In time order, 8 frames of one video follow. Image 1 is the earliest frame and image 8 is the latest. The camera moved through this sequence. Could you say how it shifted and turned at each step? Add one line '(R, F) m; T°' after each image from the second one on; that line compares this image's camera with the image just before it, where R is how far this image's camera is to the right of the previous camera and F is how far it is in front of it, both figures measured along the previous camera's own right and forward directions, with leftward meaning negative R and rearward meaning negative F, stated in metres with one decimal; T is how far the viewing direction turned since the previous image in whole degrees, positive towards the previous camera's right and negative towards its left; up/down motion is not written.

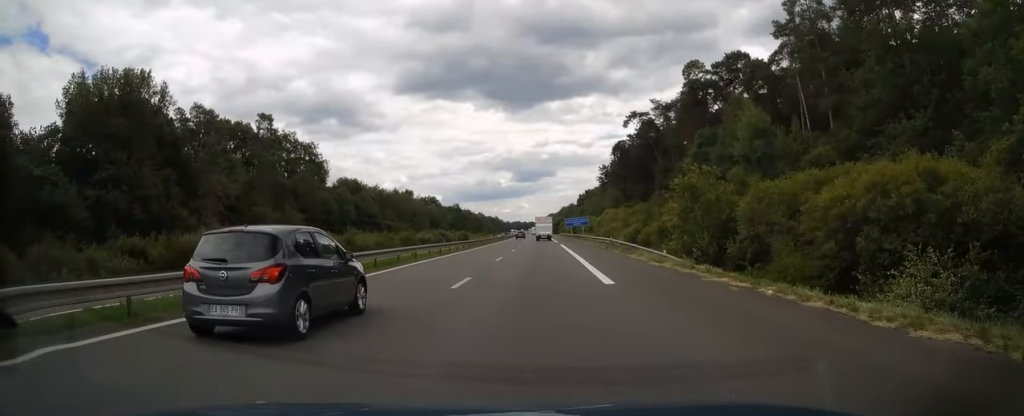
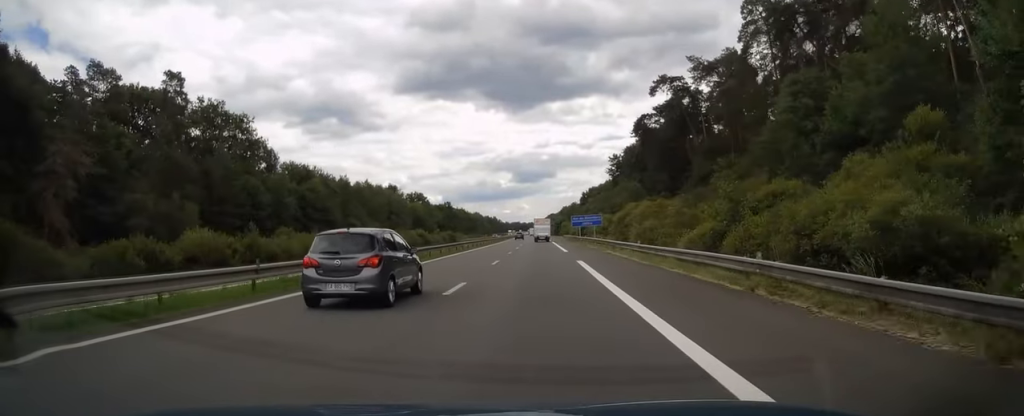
(-0.1, +27.0) m; 0°
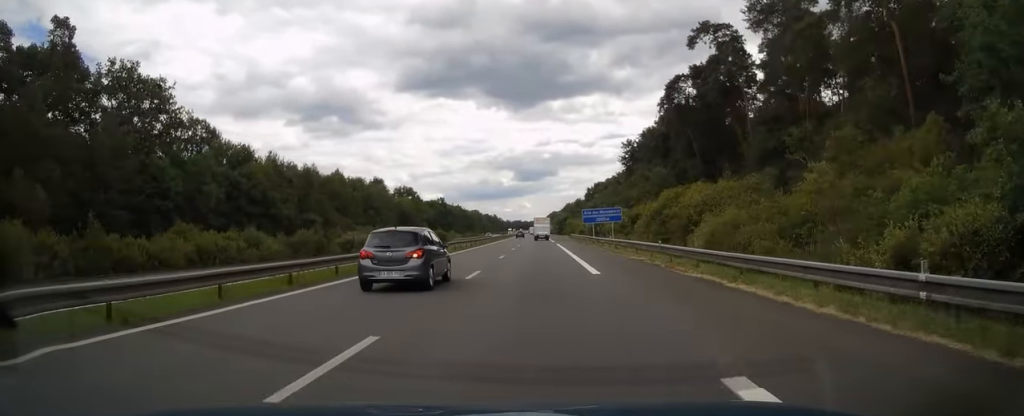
(-0.1, +21.6) m; 0°
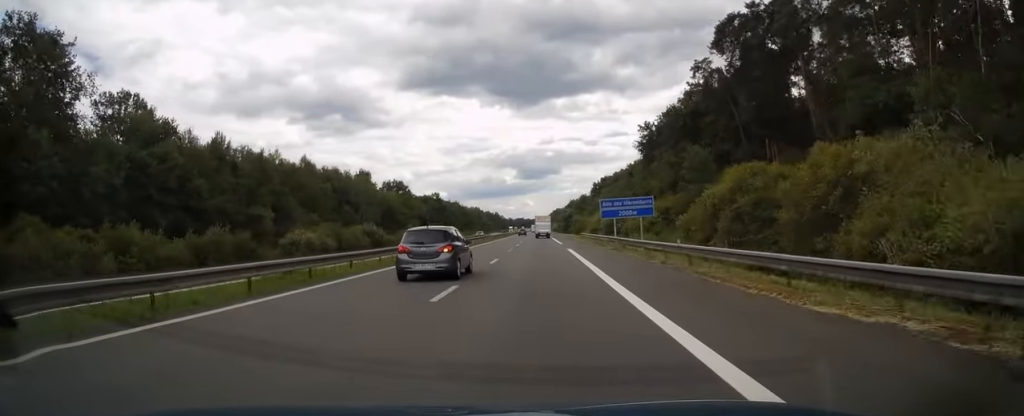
(0.0, +18.7) m; 0°
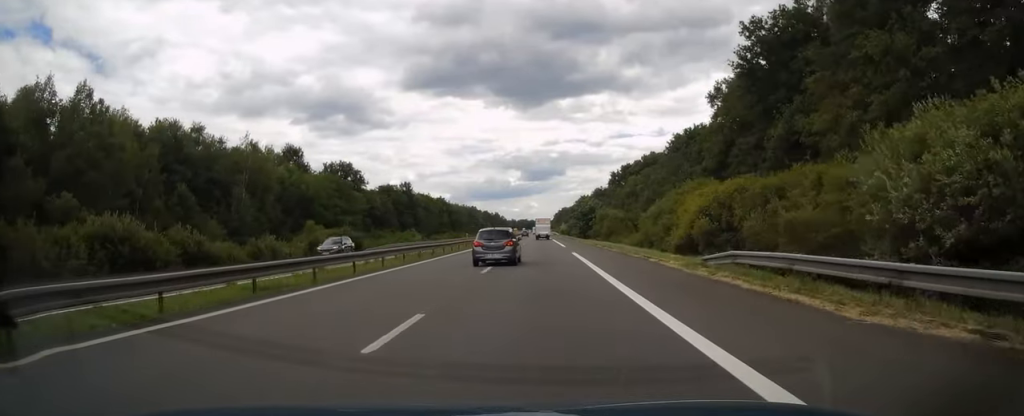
(-0.3, +56.0) m; -1°
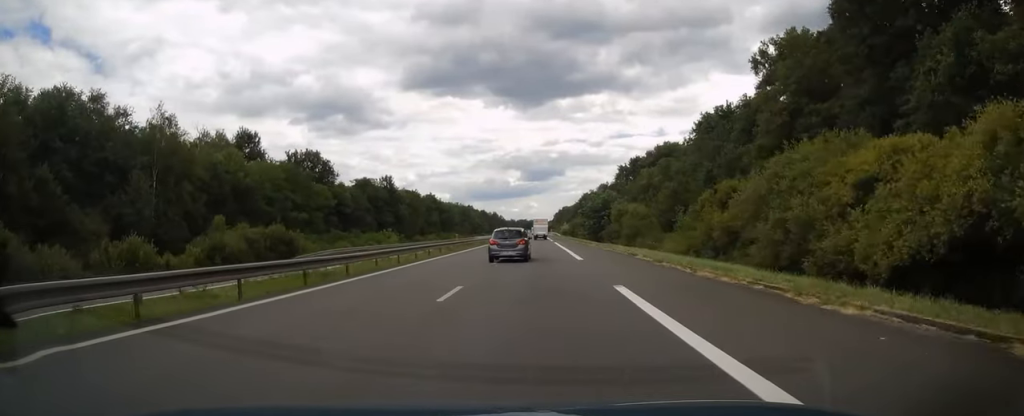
(-0.1, +20.6) m; 0°
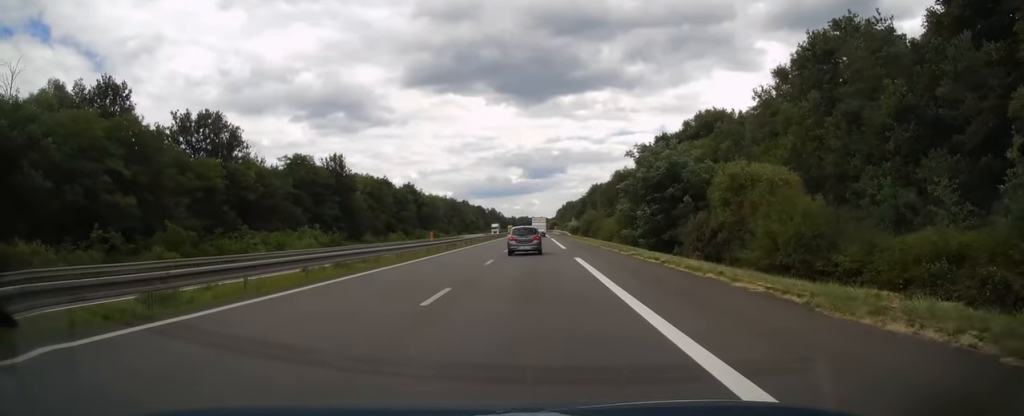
(0.0, +39.3) m; 0°
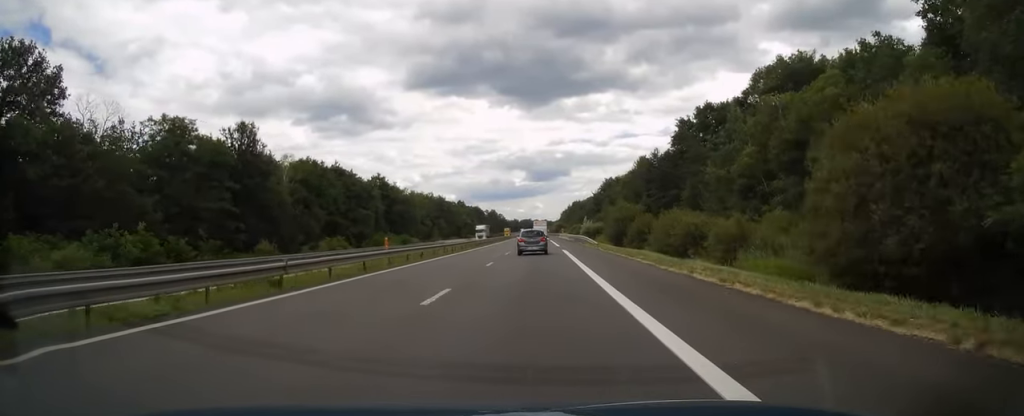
(0.0, +37.9) m; 0°
